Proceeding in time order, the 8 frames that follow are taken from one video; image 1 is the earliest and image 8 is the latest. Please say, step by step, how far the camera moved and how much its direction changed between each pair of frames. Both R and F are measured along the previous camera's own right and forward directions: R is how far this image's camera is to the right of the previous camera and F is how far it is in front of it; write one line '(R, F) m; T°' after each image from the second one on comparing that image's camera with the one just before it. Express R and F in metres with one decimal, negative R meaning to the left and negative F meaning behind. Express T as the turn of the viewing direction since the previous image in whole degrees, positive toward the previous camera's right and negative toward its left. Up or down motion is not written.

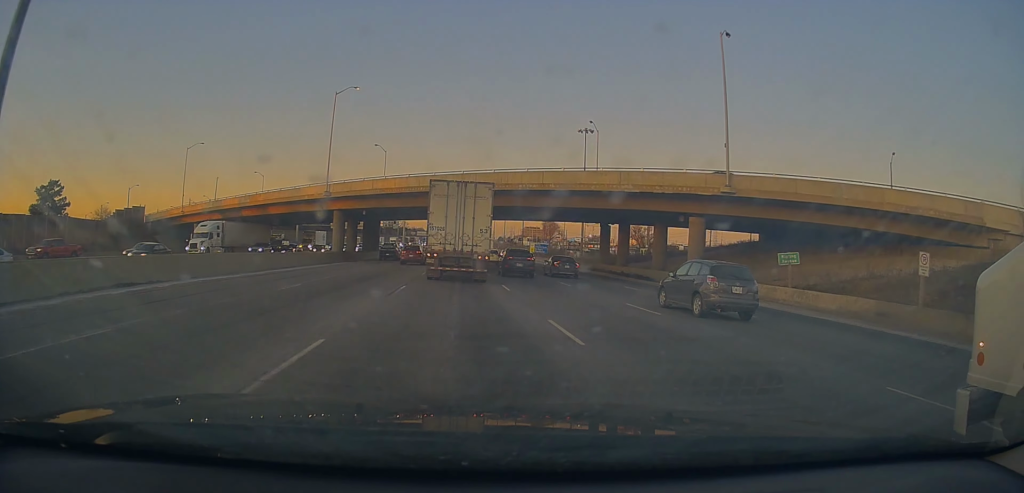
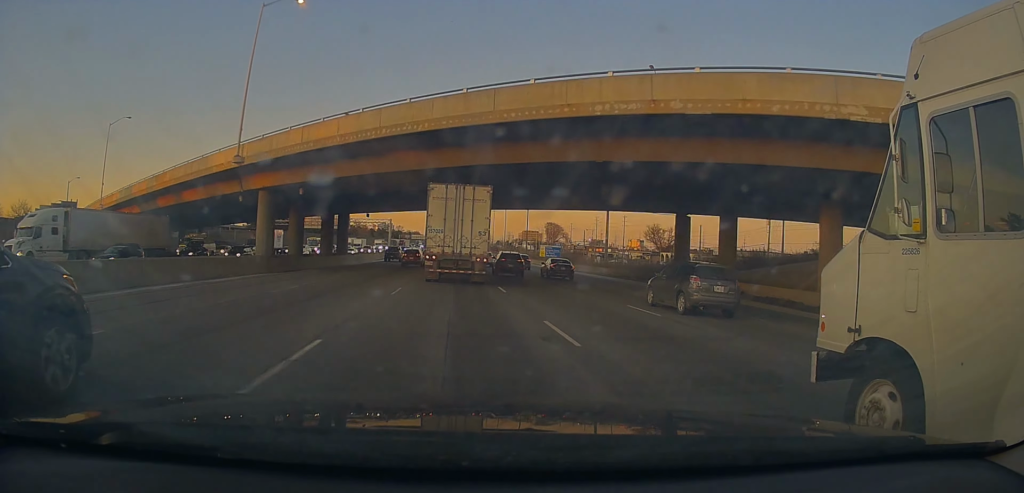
(+0.6, +23.9) m; +2°
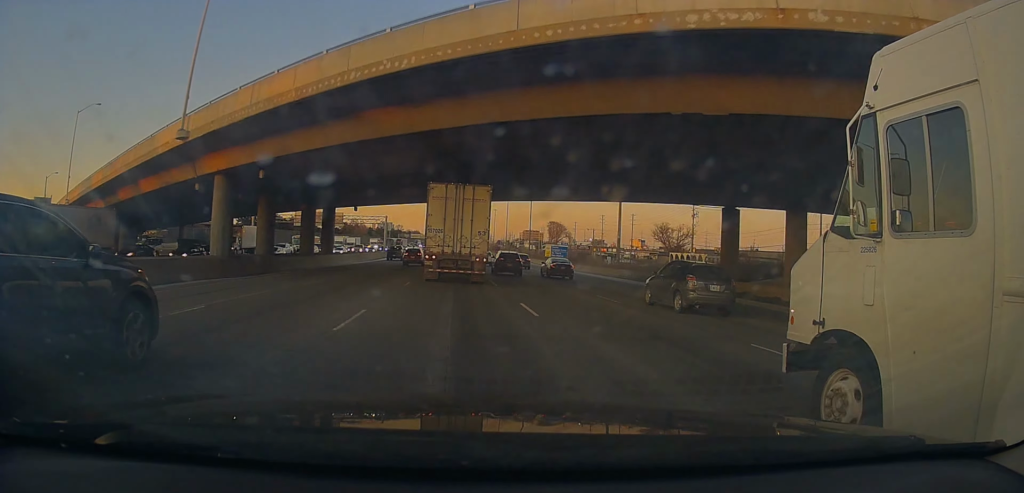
(0.0, +7.8) m; -1°
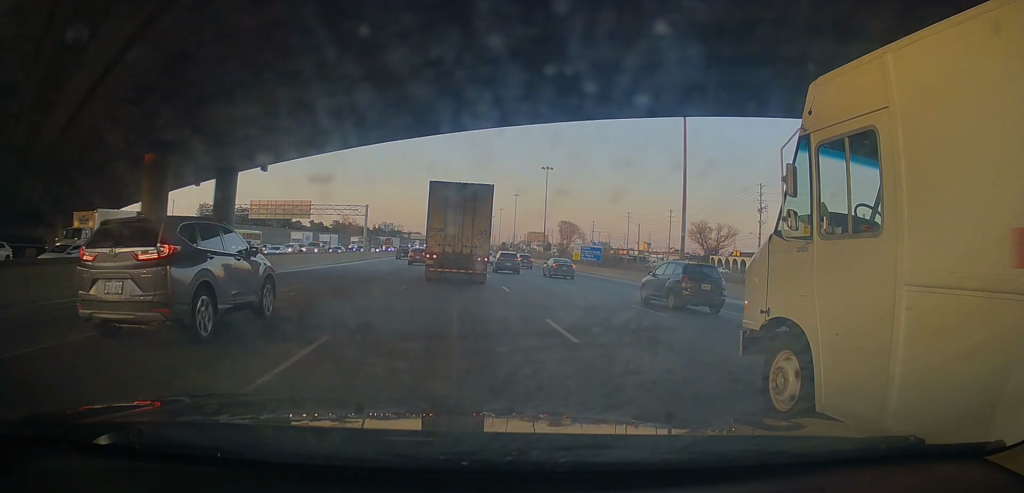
(-0.6, +26.6) m; 0°
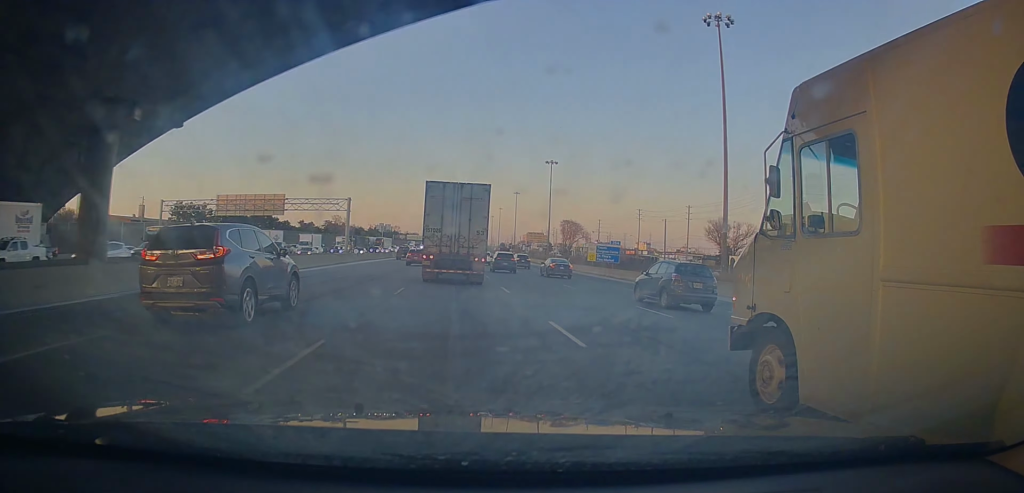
(+0.3, +11.9) m; +1°
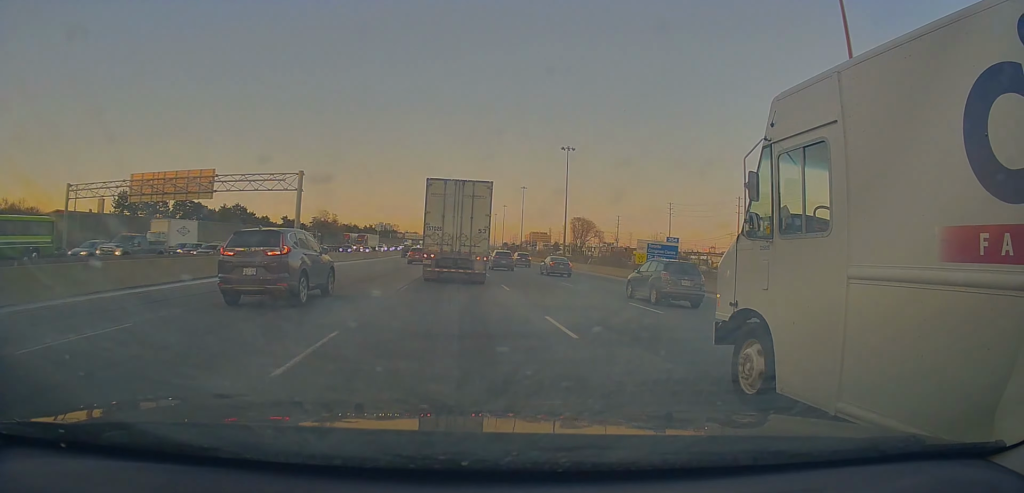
(+0.2, +22.2) m; -1°
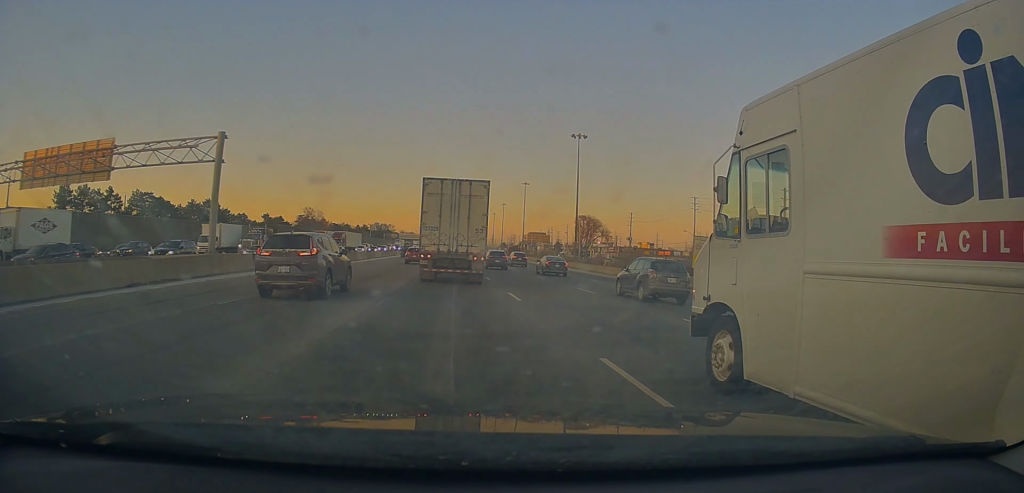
(-0.2, +16.5) m; -1°
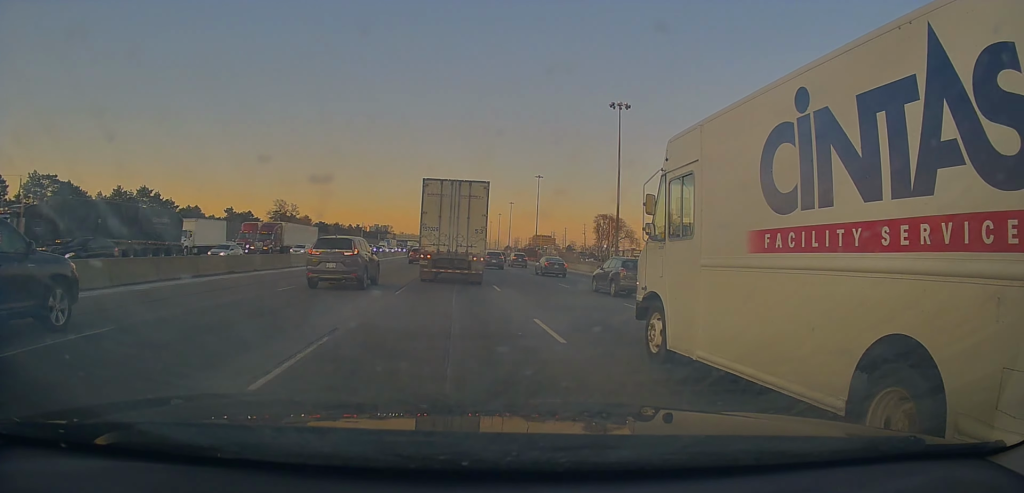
(-0.3, +31.4) m; 0°
